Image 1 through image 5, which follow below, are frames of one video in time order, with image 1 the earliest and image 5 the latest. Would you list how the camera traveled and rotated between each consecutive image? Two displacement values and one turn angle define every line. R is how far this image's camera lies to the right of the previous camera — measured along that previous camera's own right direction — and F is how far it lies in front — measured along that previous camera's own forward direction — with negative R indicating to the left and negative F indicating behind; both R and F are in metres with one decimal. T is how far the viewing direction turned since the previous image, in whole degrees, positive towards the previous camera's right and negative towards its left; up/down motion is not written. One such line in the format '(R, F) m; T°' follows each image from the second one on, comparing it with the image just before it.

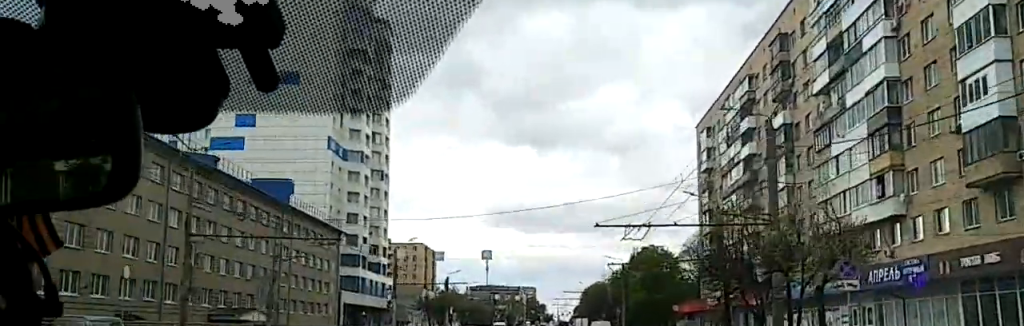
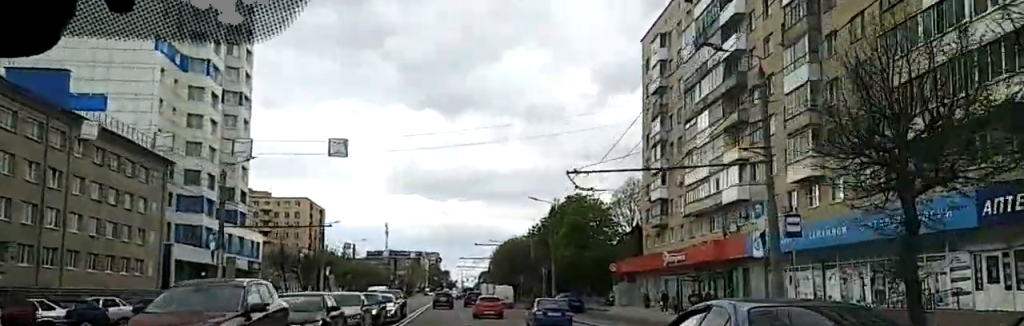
(-0.3, +25.7) m; 0°
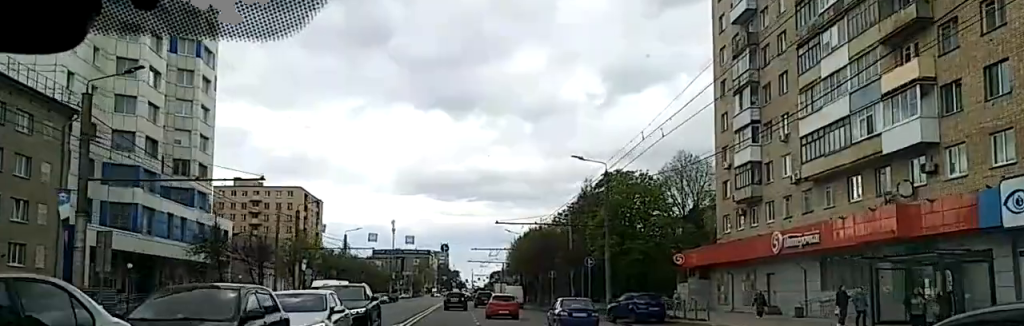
(+0.4, +21.7) m; 0°
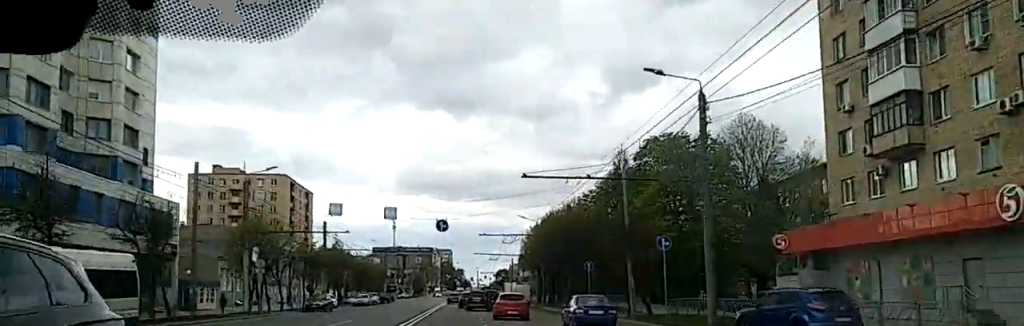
(-0.1, +19.9) m; 0°
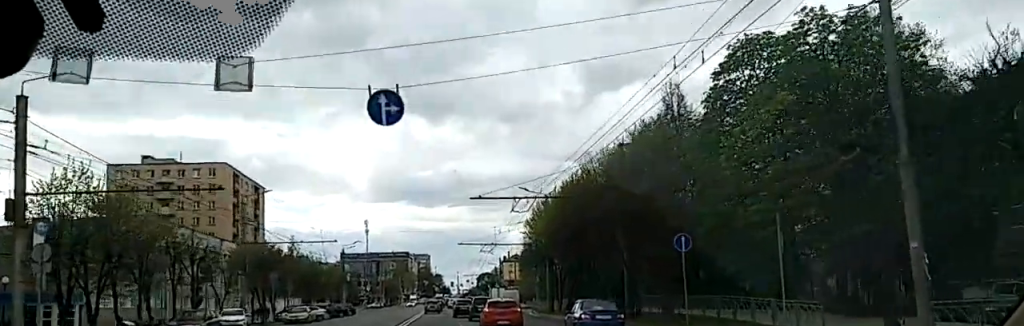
(-0.4, +27.8) m; -4°
